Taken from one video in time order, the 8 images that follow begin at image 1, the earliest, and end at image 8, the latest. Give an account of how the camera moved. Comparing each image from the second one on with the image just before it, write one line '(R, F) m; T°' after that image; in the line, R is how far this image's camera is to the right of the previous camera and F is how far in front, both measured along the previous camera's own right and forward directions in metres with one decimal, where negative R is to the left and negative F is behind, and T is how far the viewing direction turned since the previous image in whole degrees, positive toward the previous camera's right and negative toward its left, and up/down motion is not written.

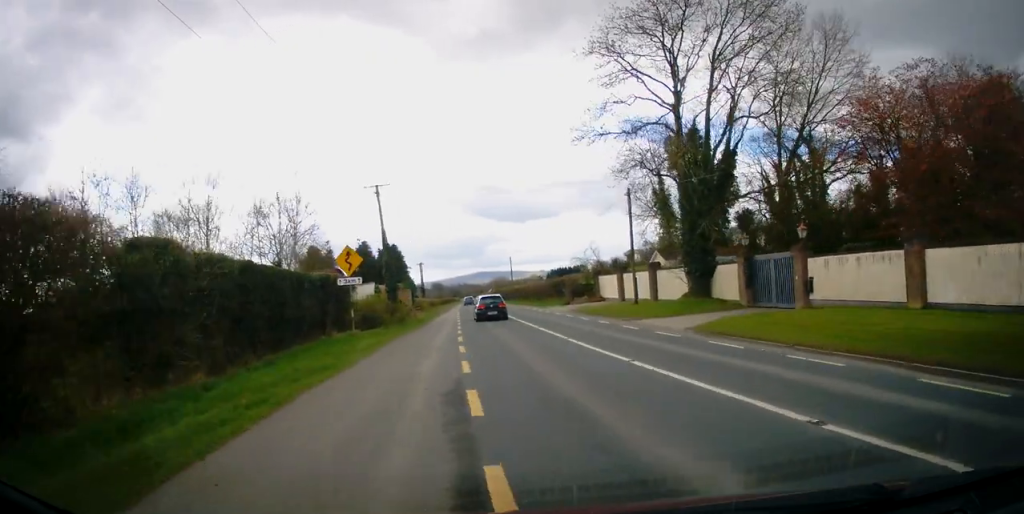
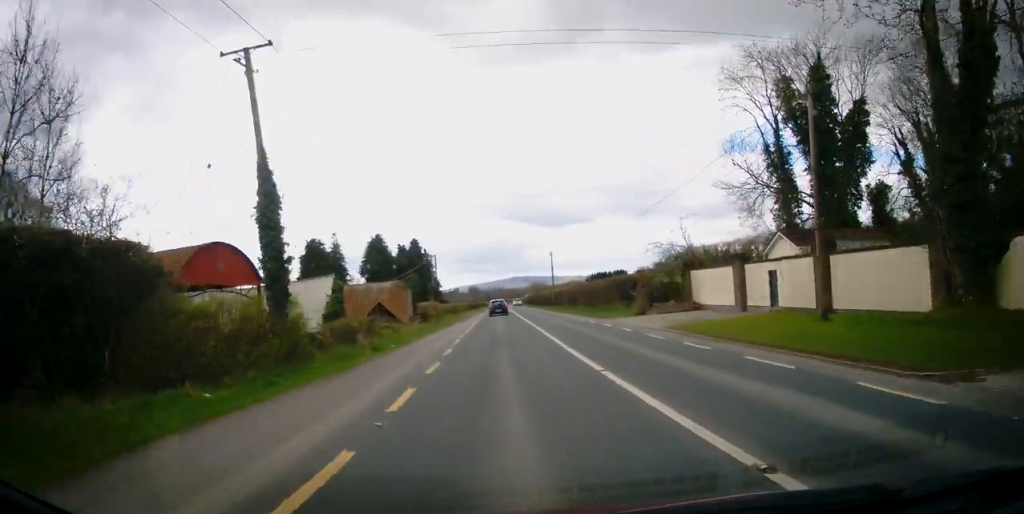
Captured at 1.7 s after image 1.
(-0.2, +18.5) m; -3°
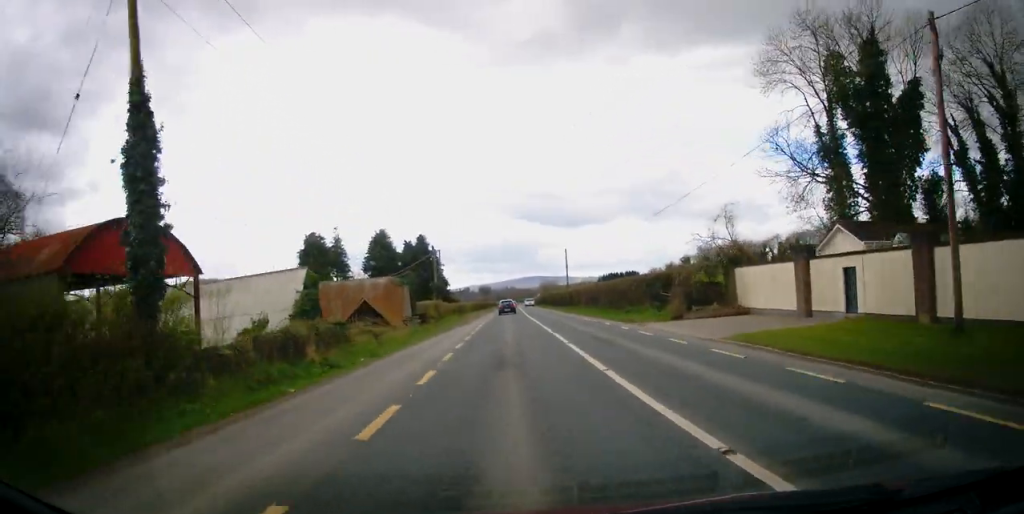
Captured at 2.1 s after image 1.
(0.0, +5.4) m; -1°
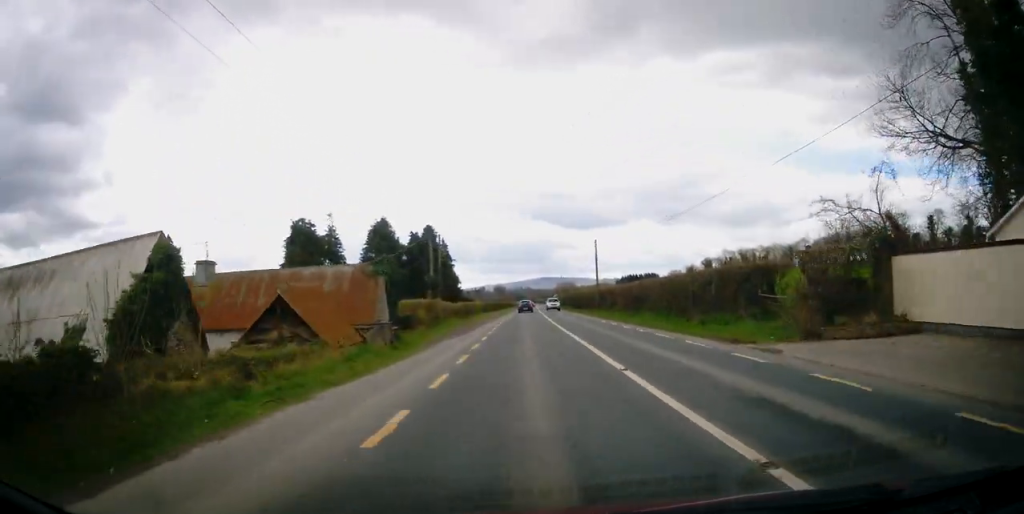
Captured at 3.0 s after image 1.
(-0.3, +12.1) m; -1°
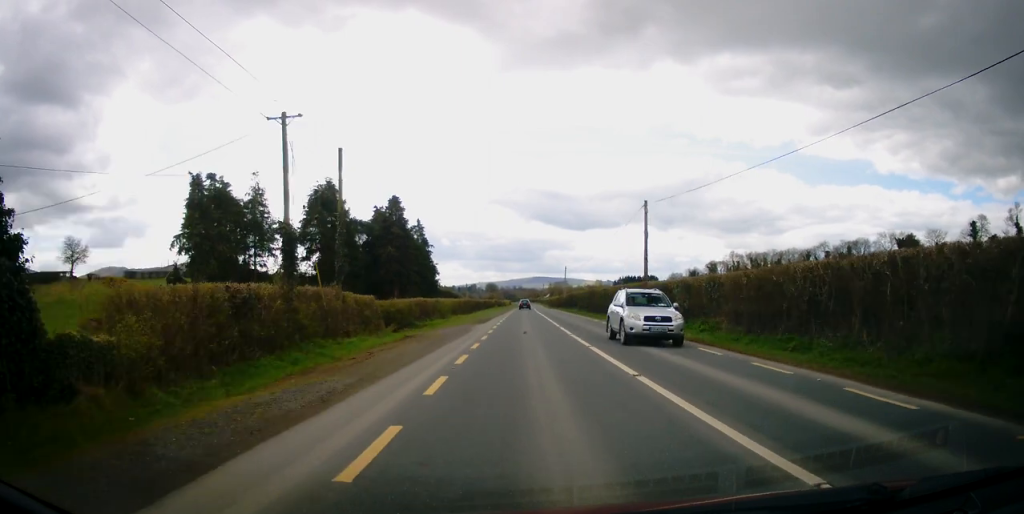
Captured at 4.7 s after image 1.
(+0.1, +24.5) m; 0°
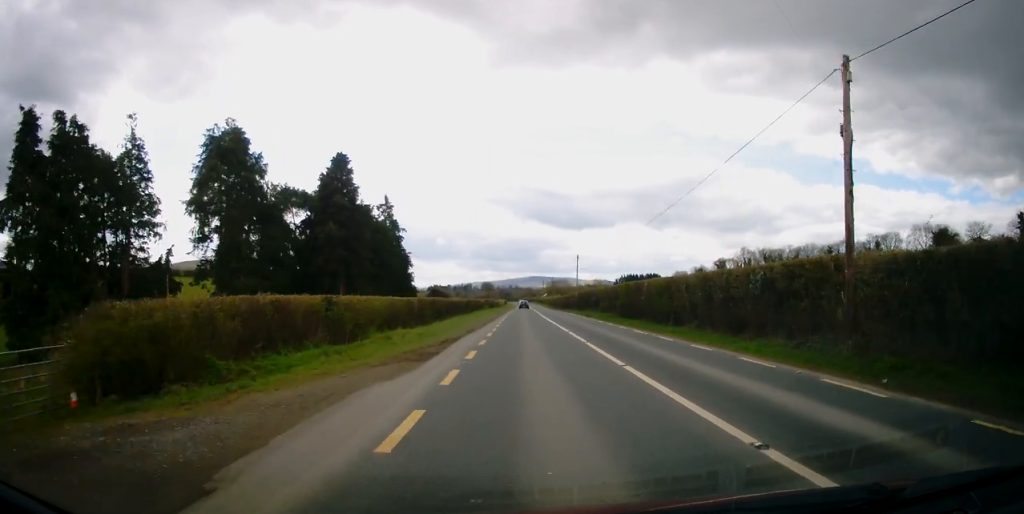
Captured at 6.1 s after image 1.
(-0.1, +22.8) m; 0°
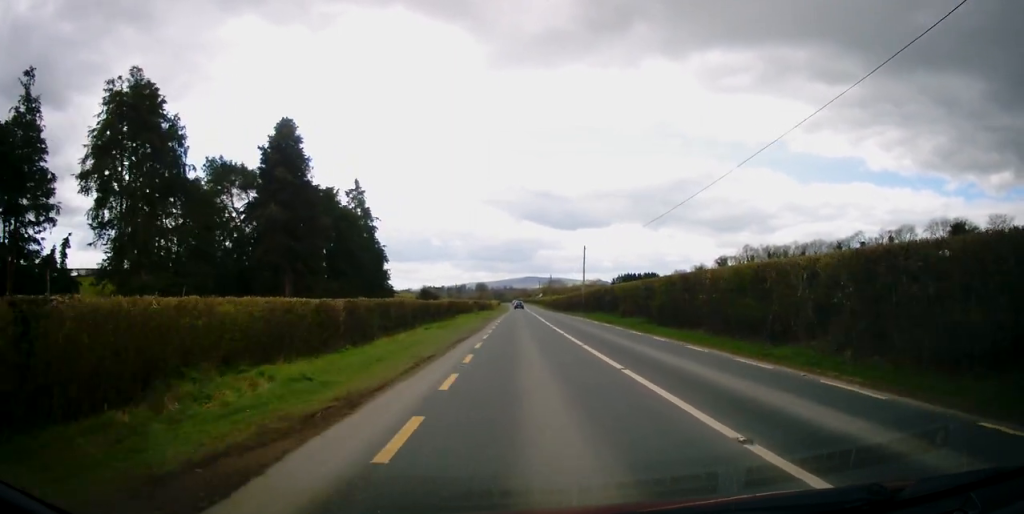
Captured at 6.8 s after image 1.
(-0.1, +12.1) m; 0°
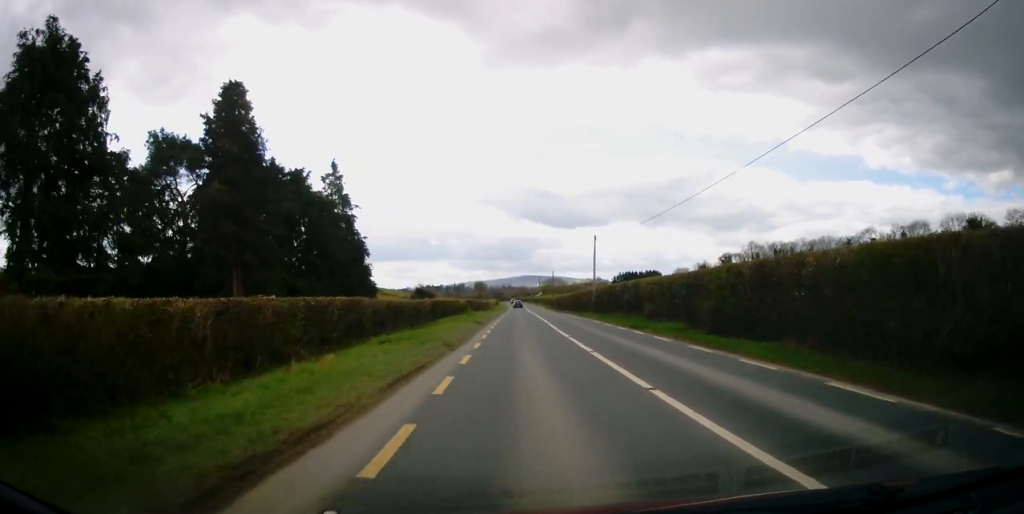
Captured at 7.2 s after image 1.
(-0.1, +8.1) m; 0°
